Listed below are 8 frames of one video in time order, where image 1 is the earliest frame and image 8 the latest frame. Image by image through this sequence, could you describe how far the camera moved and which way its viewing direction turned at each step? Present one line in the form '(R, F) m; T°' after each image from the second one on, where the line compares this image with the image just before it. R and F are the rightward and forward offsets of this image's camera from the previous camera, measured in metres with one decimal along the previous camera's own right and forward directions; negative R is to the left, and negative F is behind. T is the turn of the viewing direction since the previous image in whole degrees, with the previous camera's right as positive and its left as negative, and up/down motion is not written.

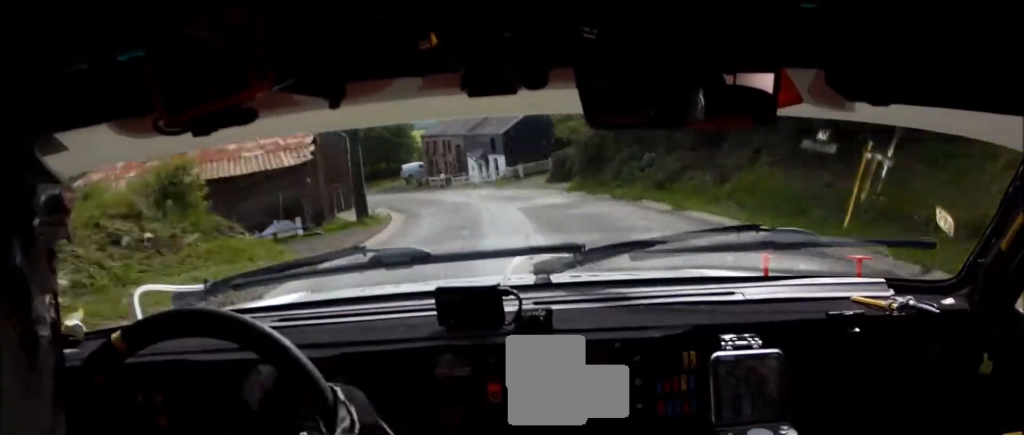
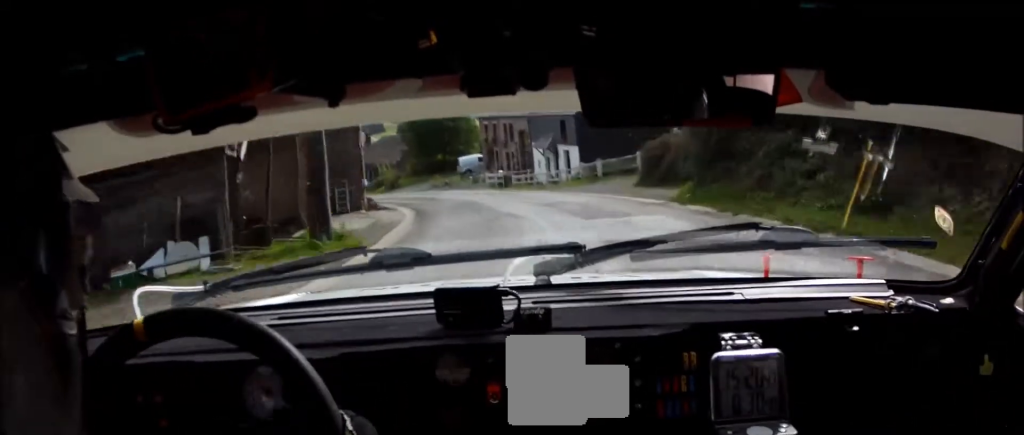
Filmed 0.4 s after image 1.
(0.0, +11.8) m; -5°
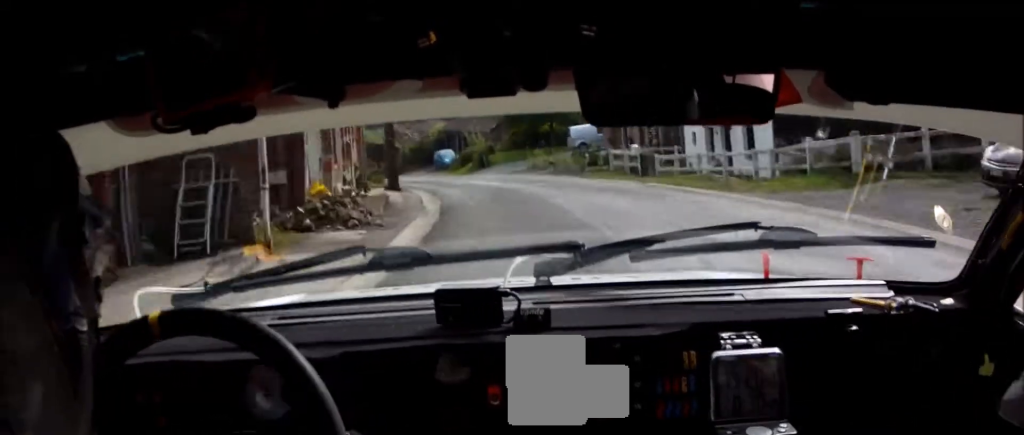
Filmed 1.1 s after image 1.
(-1.9, +20.0) m; -8°
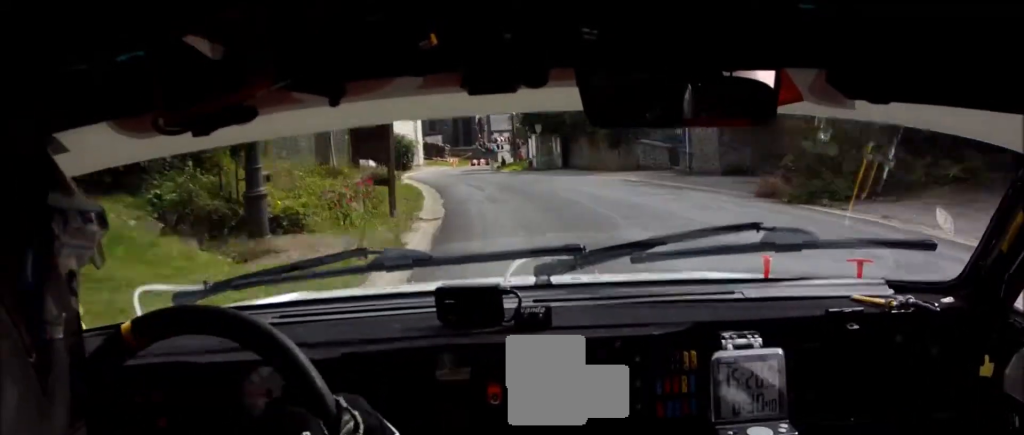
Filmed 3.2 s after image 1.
(-13.3, +62.6) m; -23°
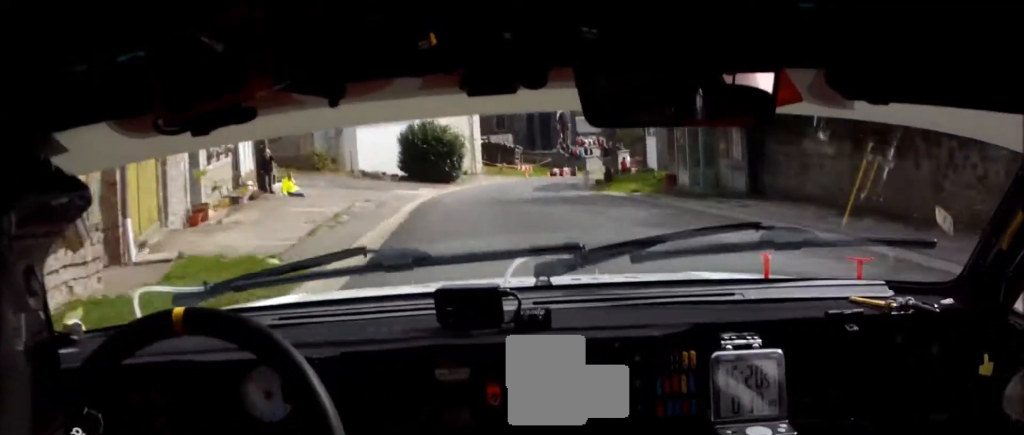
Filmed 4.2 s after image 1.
(-2.1, +26.4) m; -5°
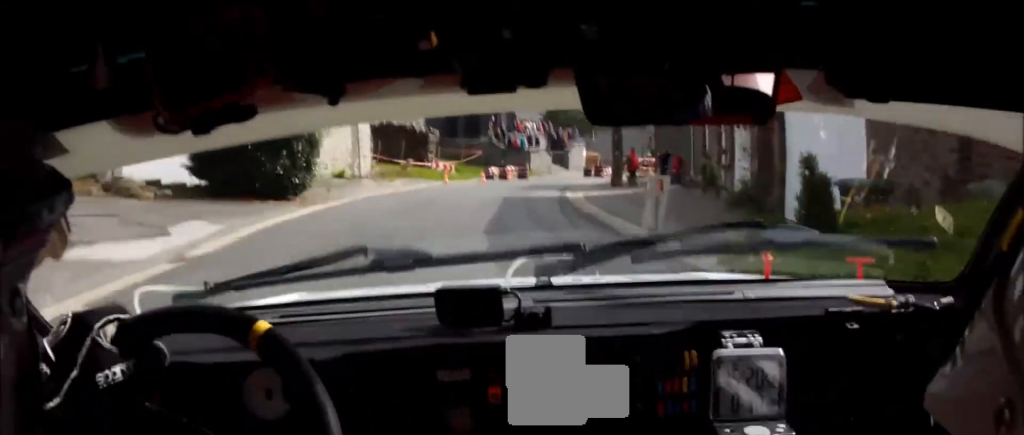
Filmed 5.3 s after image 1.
(-0.2, +25.5) m; +1°
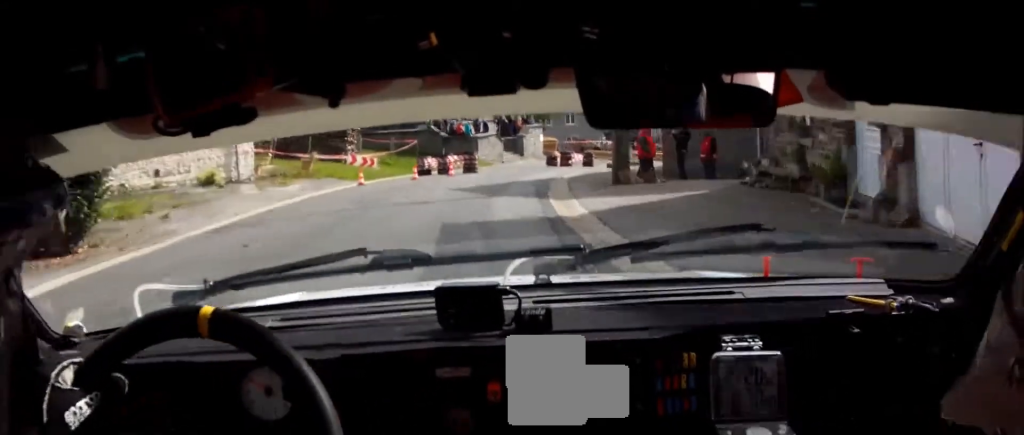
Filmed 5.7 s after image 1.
(+0.1, +10.5) m; +2°
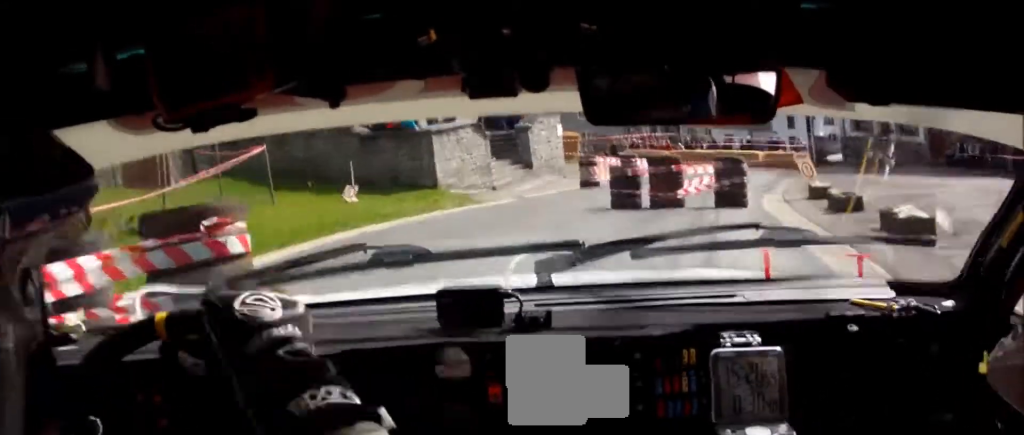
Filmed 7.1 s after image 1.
(+1.3, +25.9) m; +7°
